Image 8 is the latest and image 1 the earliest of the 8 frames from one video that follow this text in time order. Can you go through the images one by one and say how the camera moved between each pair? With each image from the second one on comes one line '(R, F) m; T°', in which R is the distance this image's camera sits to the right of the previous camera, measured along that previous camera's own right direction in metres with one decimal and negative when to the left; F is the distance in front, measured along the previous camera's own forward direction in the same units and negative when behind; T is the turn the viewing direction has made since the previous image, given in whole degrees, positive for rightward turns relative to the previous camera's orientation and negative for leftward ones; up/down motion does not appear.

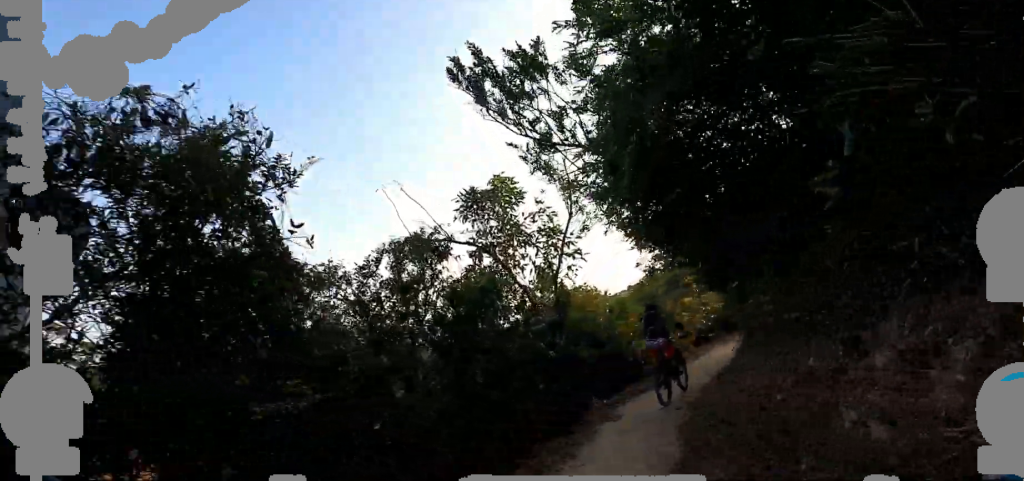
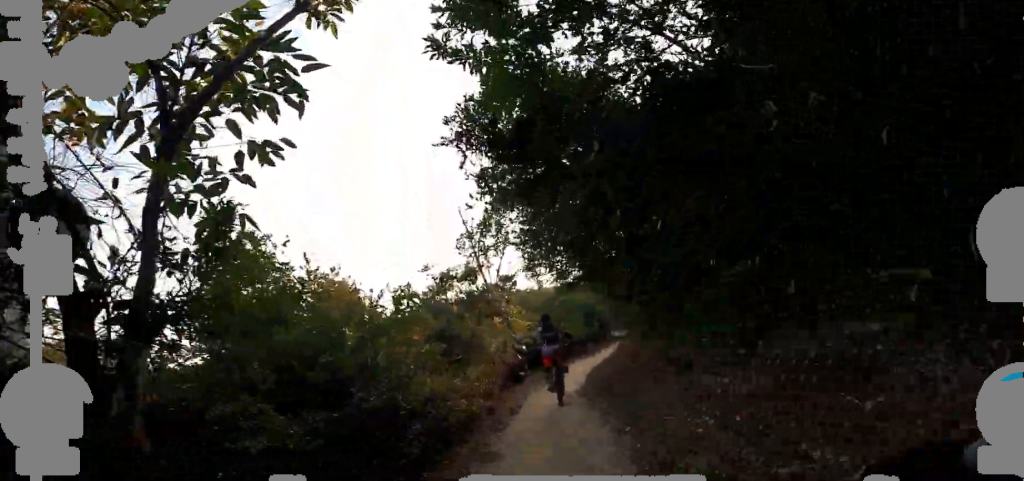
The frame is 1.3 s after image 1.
(+1.2, +4.1) m; +3°
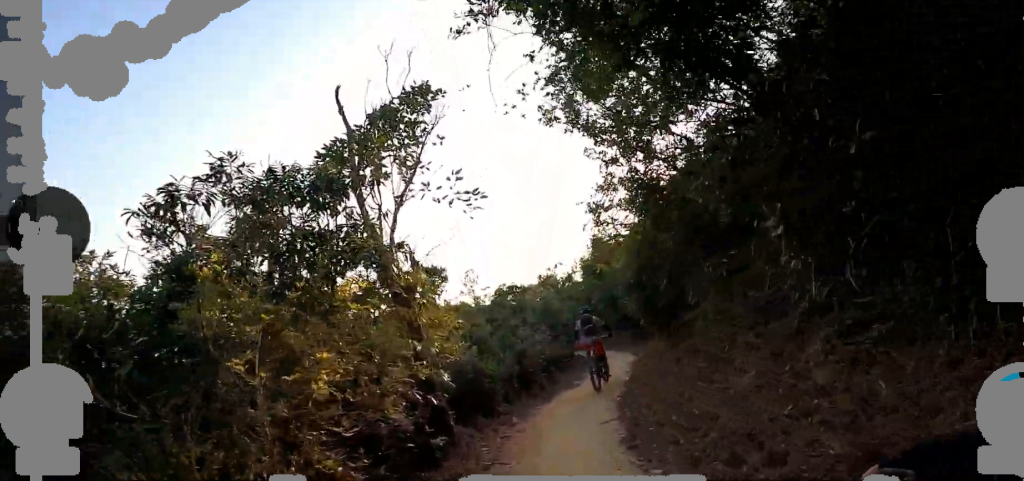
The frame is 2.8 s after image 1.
(-1.5, +5.4) m; -4°
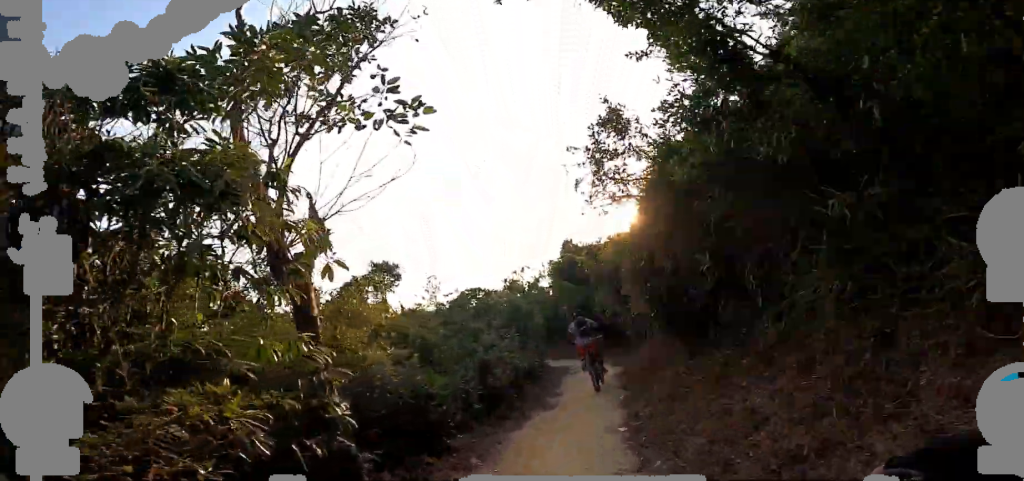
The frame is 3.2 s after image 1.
(-0.1, +1.5) m; +6°
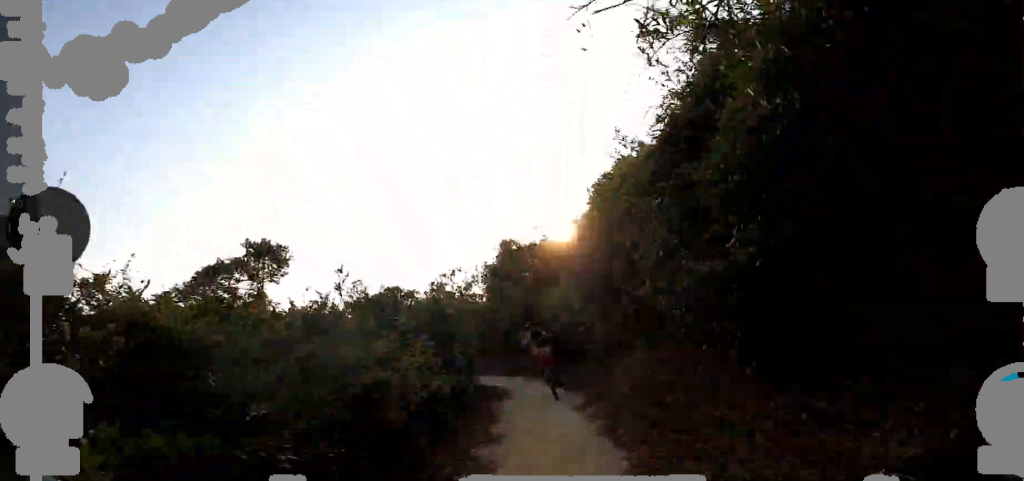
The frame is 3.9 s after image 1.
(+0.8, +2.3) m; 0°
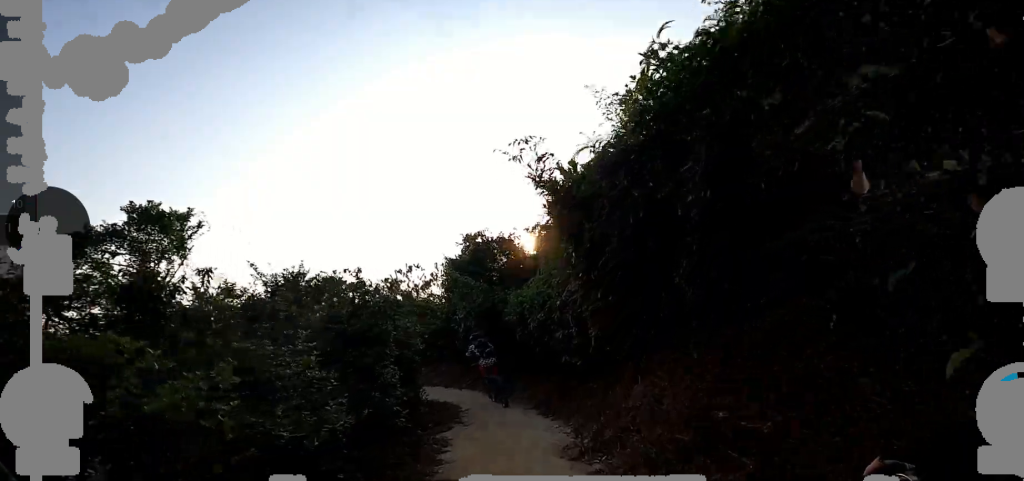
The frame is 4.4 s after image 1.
(-0.1, +1.8) m; -5°
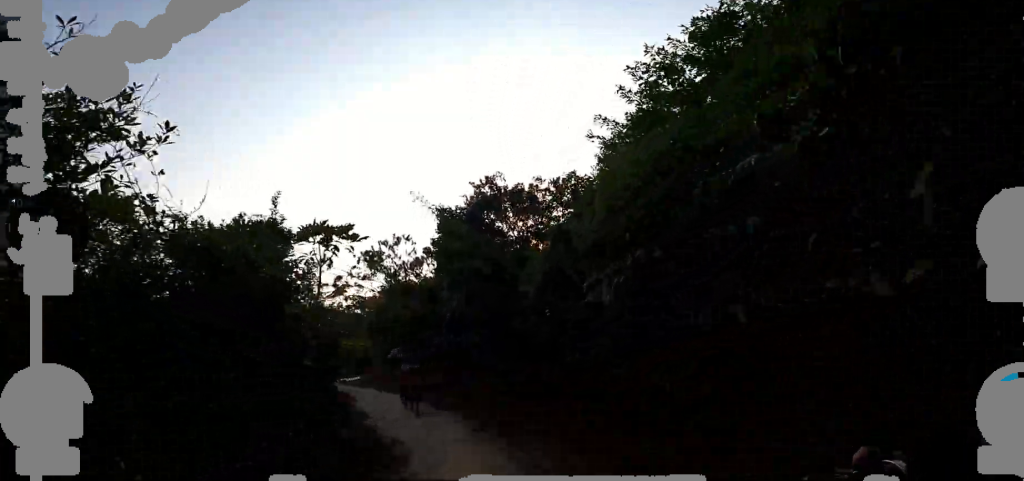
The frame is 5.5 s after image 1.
(-0.9, +4.3) m; -12°
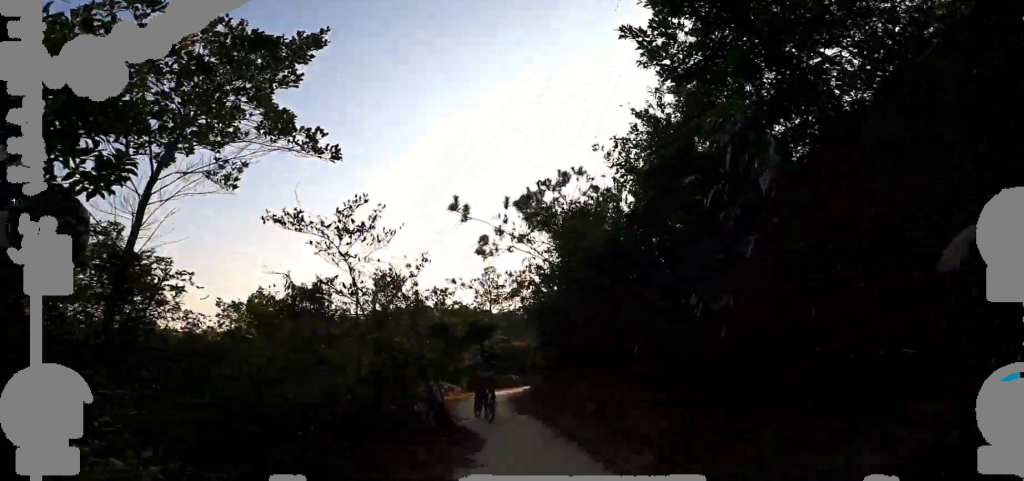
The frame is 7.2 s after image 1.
(0.0, +6.7) m; 0°
